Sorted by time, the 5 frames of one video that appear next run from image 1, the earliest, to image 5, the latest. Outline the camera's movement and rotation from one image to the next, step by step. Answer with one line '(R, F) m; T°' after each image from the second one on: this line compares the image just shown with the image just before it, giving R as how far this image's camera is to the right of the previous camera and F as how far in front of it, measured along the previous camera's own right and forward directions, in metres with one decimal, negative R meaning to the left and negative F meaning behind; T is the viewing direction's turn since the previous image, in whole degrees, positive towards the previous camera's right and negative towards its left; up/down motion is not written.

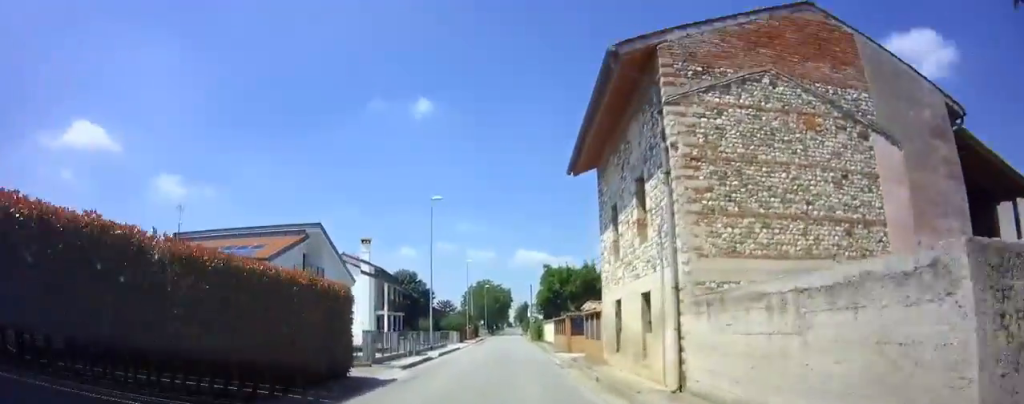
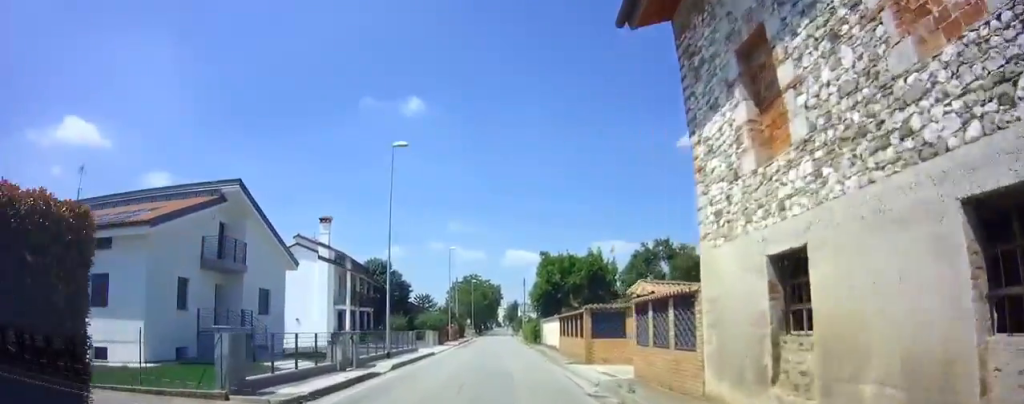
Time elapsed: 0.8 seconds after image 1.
(0.0, +9.0) m; +2°
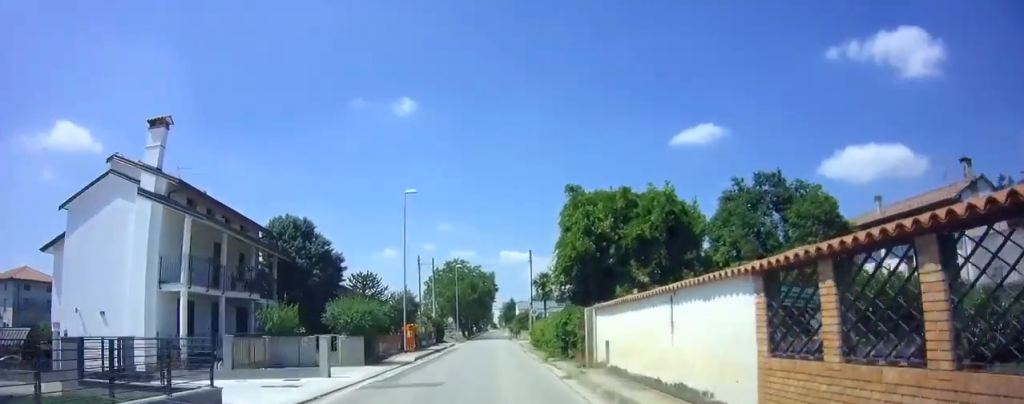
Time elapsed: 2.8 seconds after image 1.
(+0.8, +22.2) m; +3°
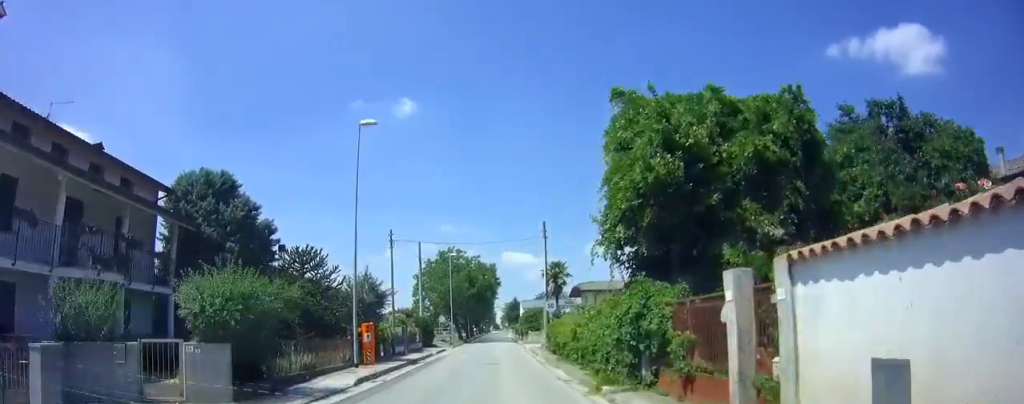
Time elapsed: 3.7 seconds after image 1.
(0.0, +11.2) m; -1°
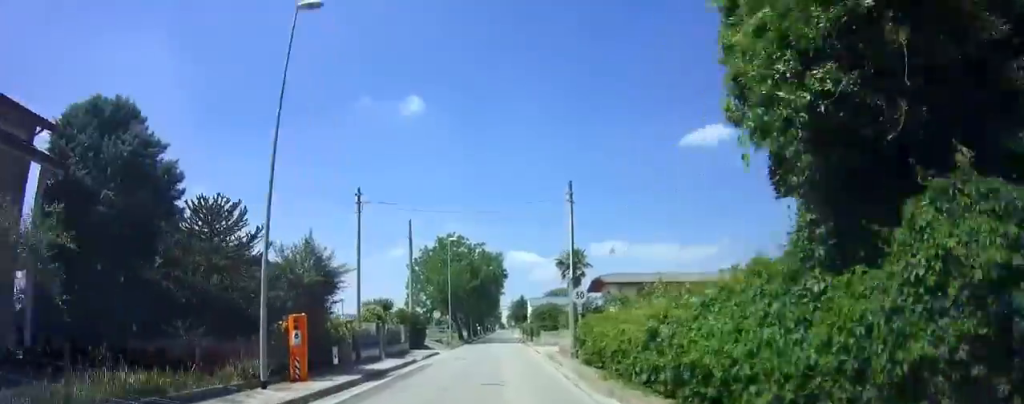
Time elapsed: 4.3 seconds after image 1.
(-0.1, +7.6) m; 0°
